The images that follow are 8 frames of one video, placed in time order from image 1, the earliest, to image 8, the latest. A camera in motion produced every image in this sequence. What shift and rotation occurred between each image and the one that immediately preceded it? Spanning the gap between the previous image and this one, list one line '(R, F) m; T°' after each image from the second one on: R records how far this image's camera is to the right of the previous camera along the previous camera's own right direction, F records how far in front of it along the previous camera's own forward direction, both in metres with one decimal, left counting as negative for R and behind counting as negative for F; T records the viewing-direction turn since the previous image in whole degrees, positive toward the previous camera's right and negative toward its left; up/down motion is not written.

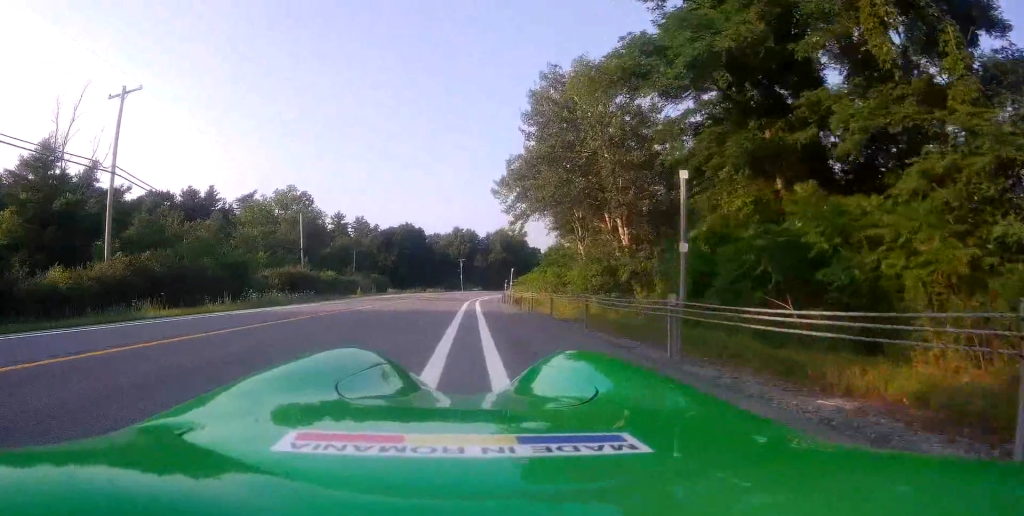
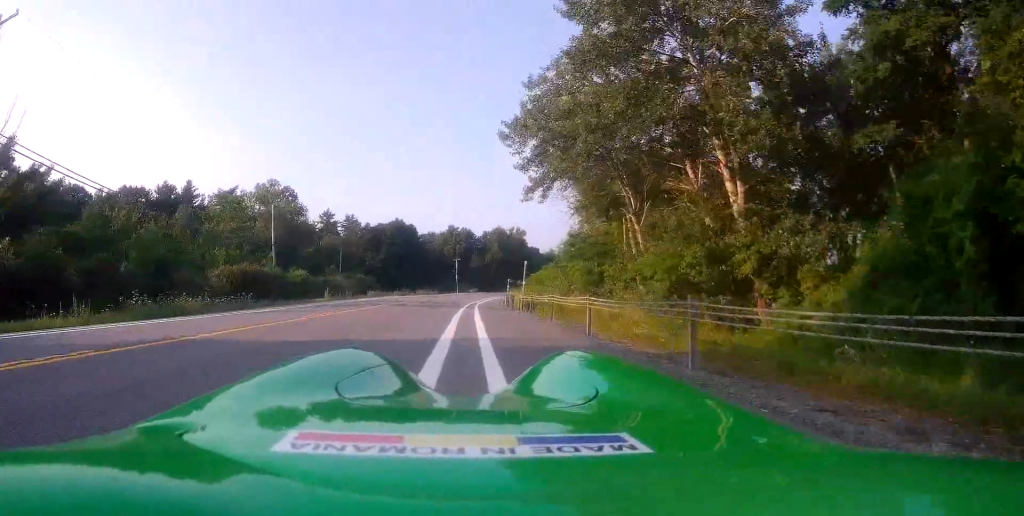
(+0.3, +11.2) m; +1°
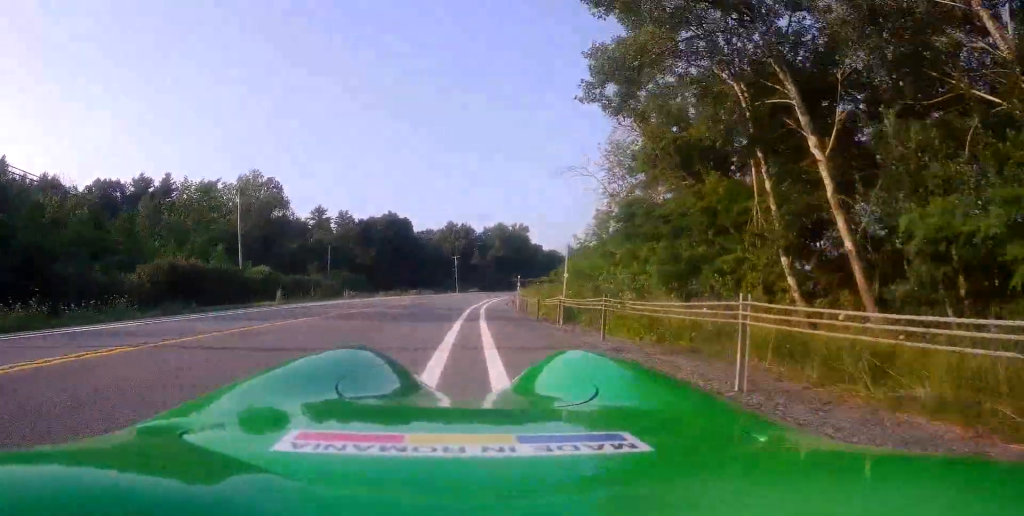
(-0.2, +11.4) m; 0°
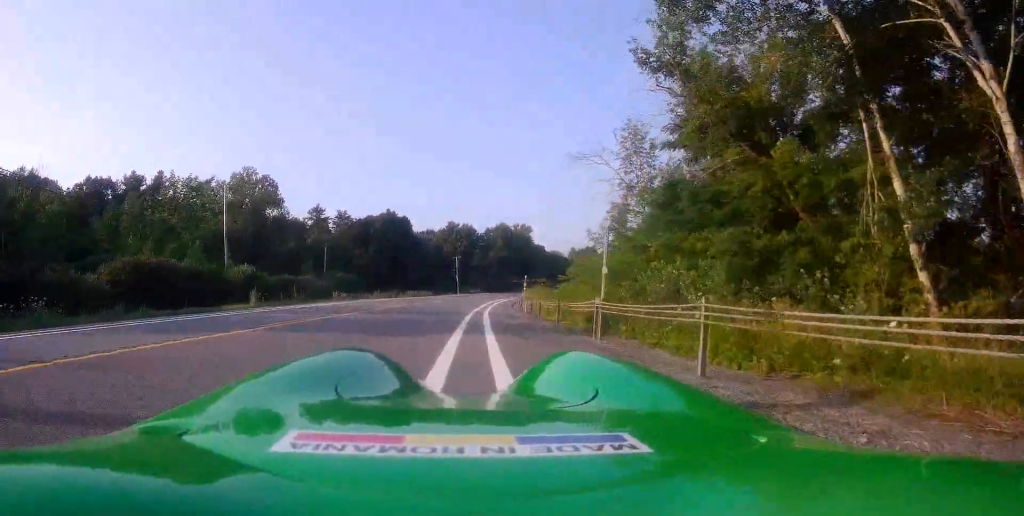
(-0.2, +4.5) m; +1°
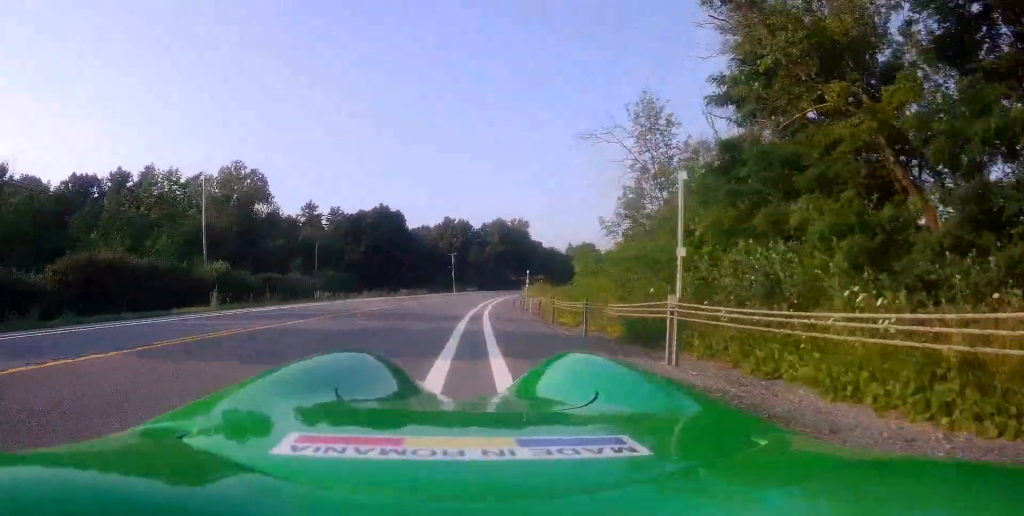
(+0.3, +4.0) m; +1°
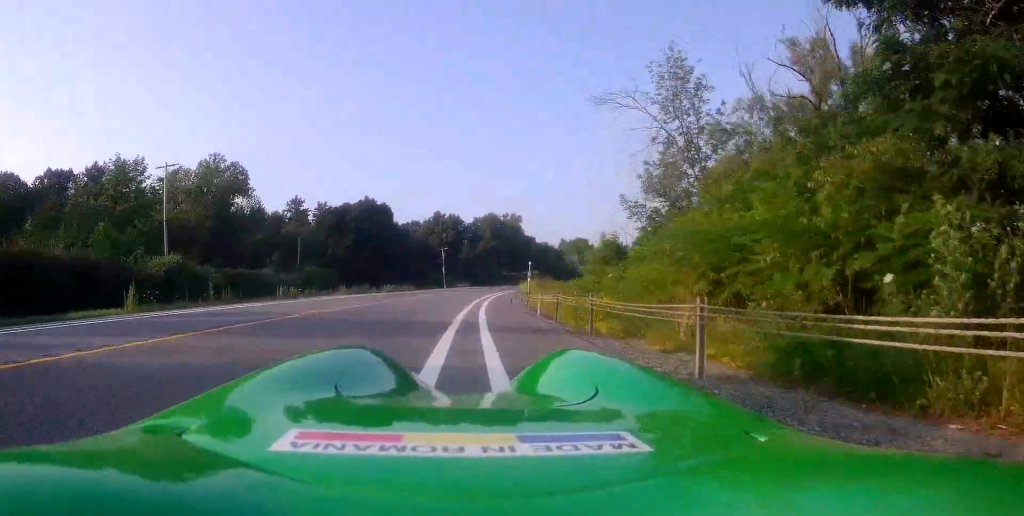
(+0.3, +6.1) m; +1°
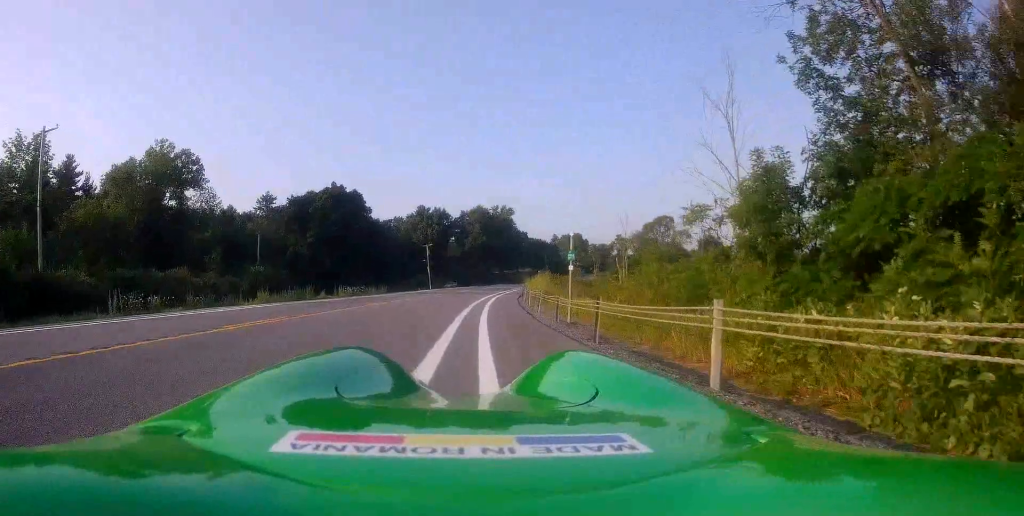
(-0.6, +16.0) m; -2°
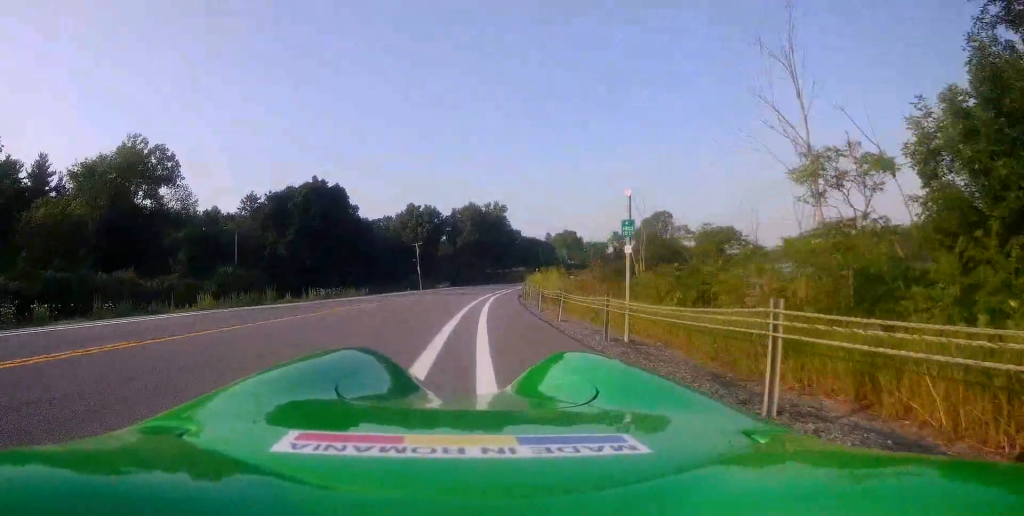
(0.0, +6.1) m; +1°
